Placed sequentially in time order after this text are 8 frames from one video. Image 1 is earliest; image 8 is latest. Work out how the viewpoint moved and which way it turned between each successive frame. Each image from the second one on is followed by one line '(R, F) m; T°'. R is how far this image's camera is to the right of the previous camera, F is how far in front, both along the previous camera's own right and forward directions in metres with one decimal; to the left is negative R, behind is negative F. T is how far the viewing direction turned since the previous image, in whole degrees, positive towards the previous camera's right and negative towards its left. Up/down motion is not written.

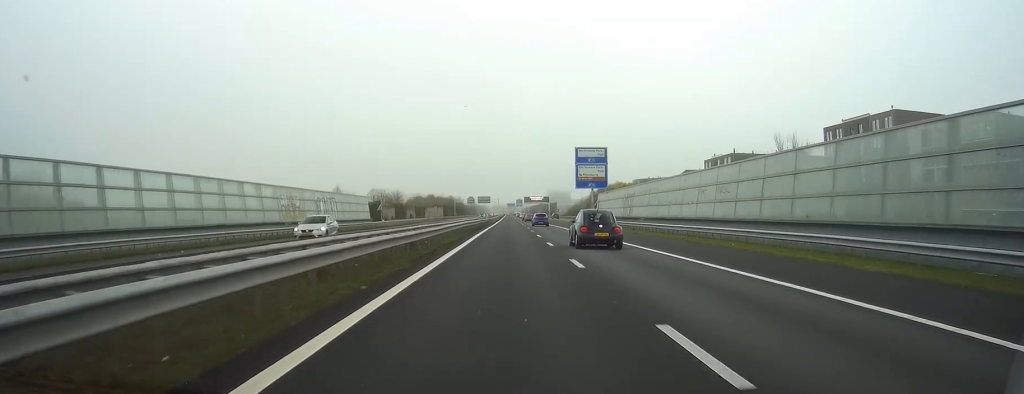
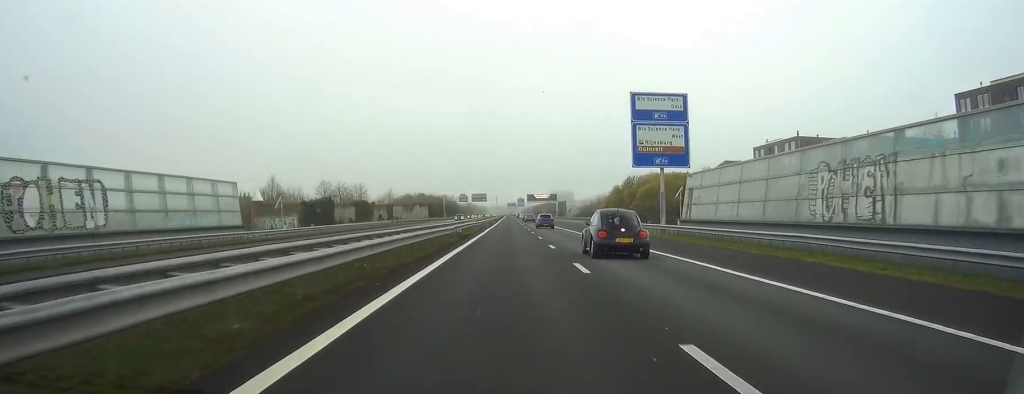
(-0.1, +48.9) m; 0°
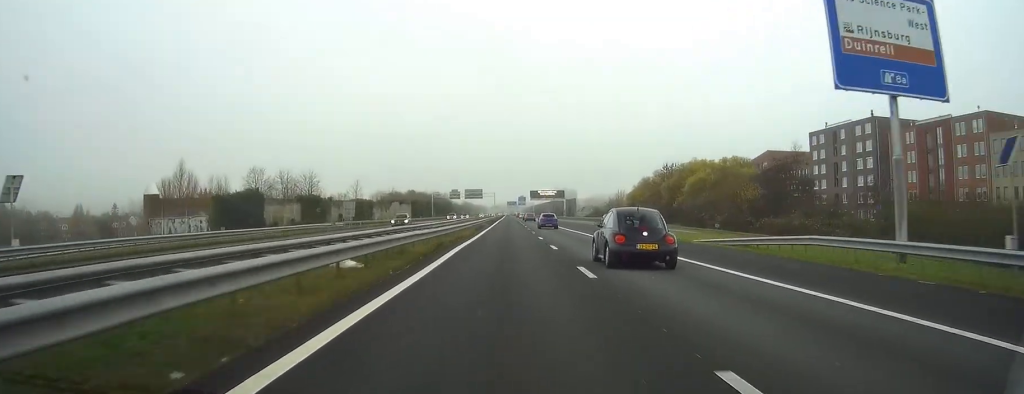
(-0.1, +37.1) m; 0°
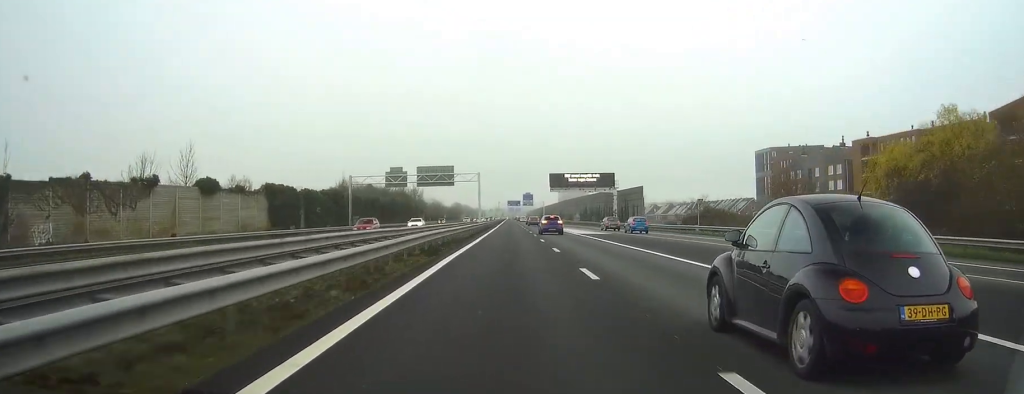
(+0.2, +107.4) m; 0°
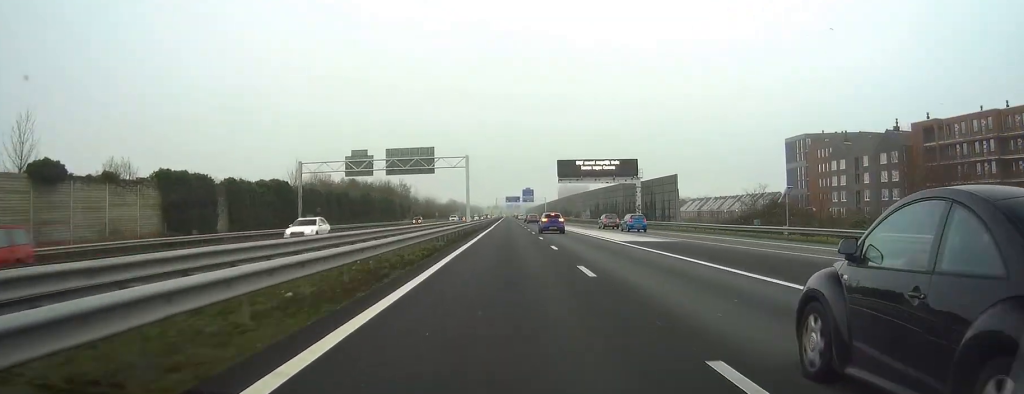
(0.0, +23.4) m; 0°
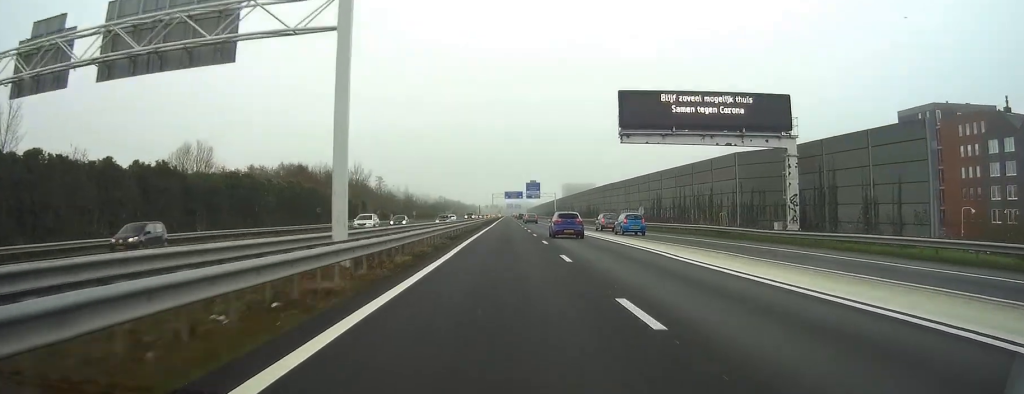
(0.0, +54.7) m; 0°
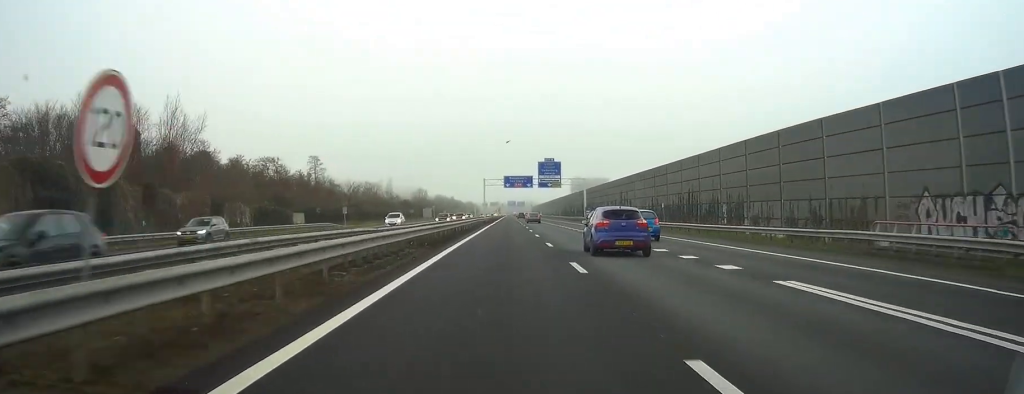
(-0.2, +76.4) m; 0°
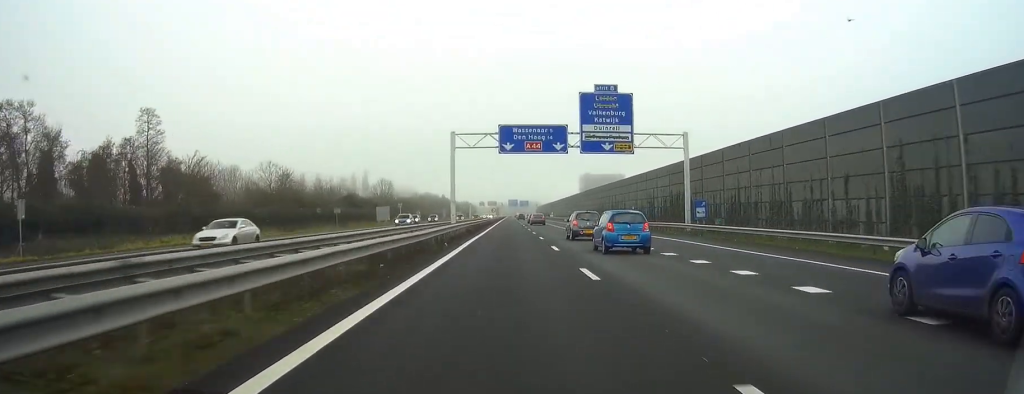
(0.0, +72.6) m; 0°
